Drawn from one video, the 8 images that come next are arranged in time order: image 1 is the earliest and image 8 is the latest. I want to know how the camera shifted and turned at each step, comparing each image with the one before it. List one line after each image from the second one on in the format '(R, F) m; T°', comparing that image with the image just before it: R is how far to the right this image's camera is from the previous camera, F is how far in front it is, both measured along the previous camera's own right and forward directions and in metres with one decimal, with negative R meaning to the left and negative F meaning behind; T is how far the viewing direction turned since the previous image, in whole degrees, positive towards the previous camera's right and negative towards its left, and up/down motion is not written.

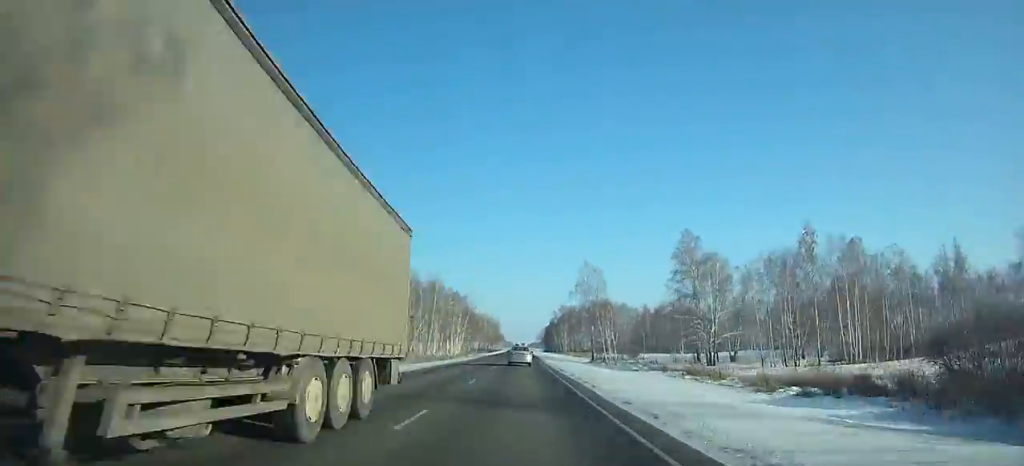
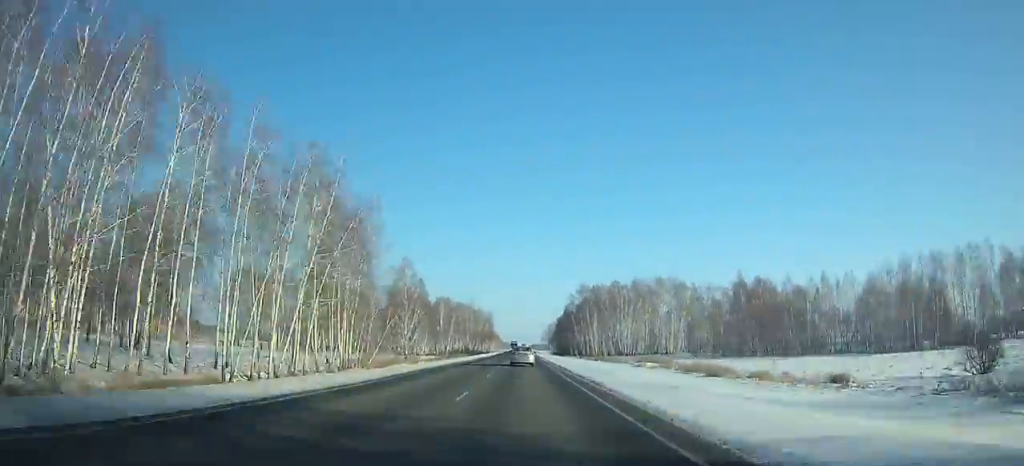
(+0.2, +102.4) m; 0°
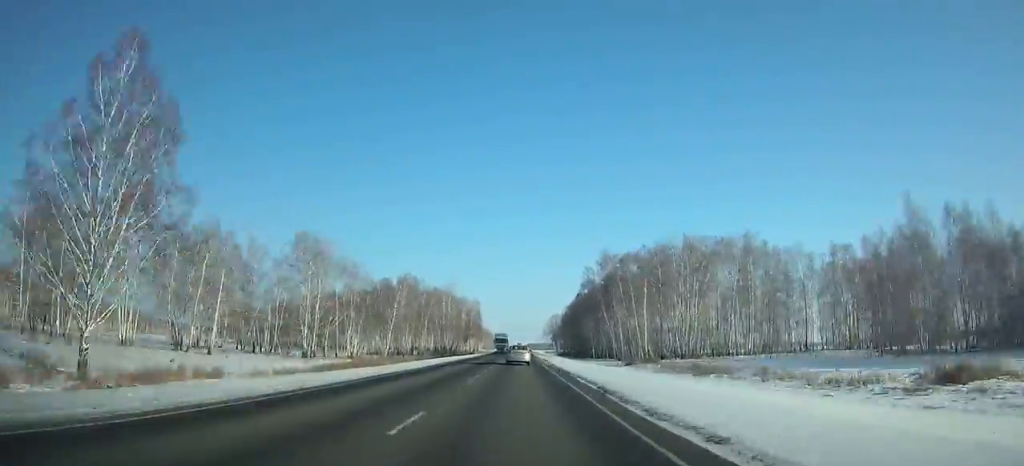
(-0.6, +65.7) m; 0°
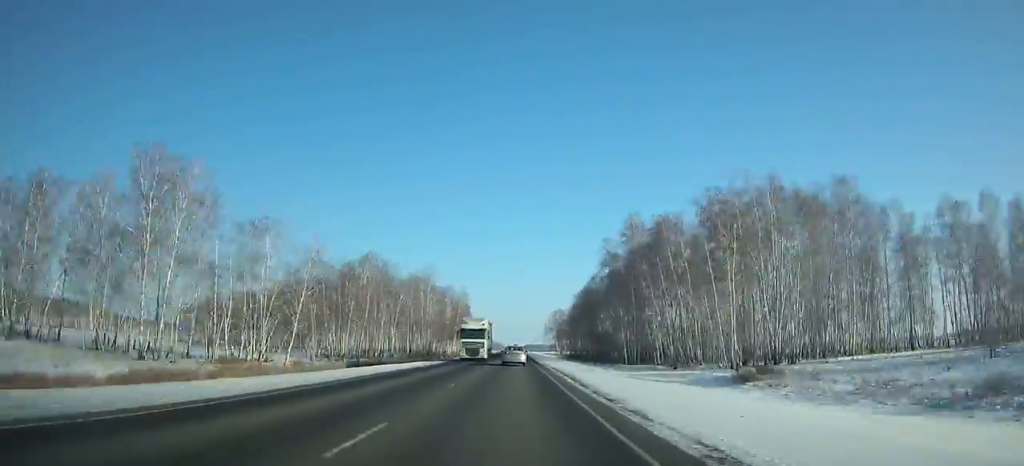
(-0.1, +37.7) m; 0°
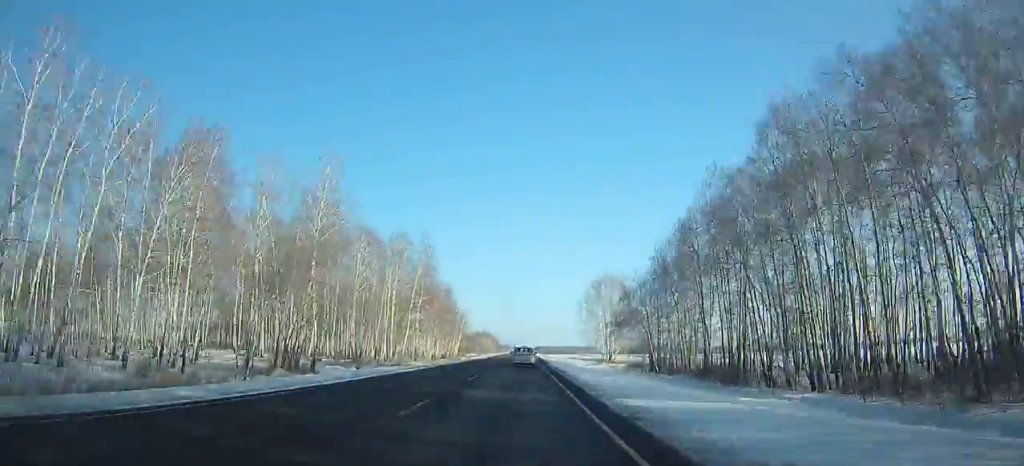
(+0.4, +91.3) m; 0°
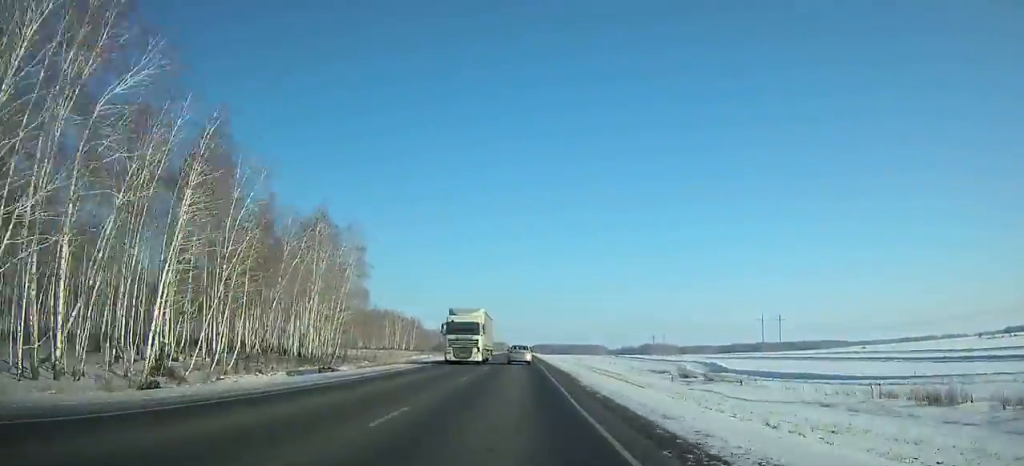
(-0.4, +133.4) m; 0°
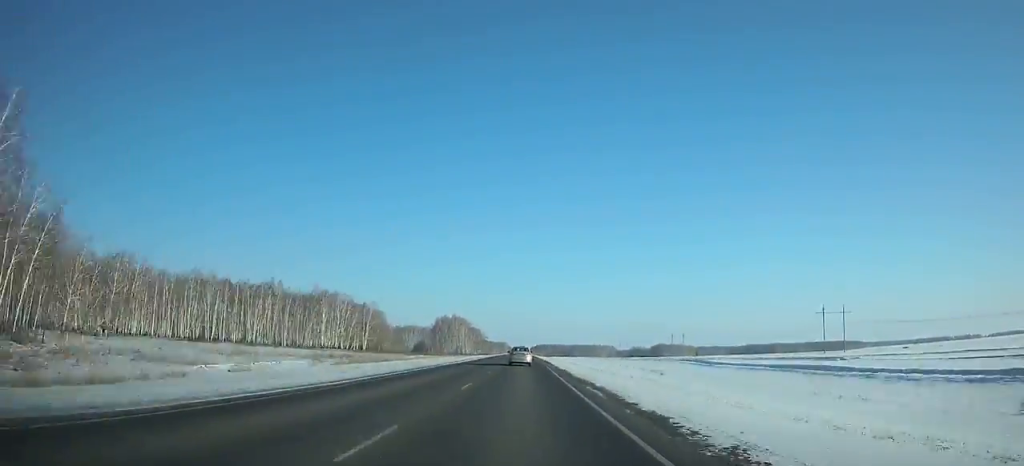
(-0.1, +86.3) m; 0°
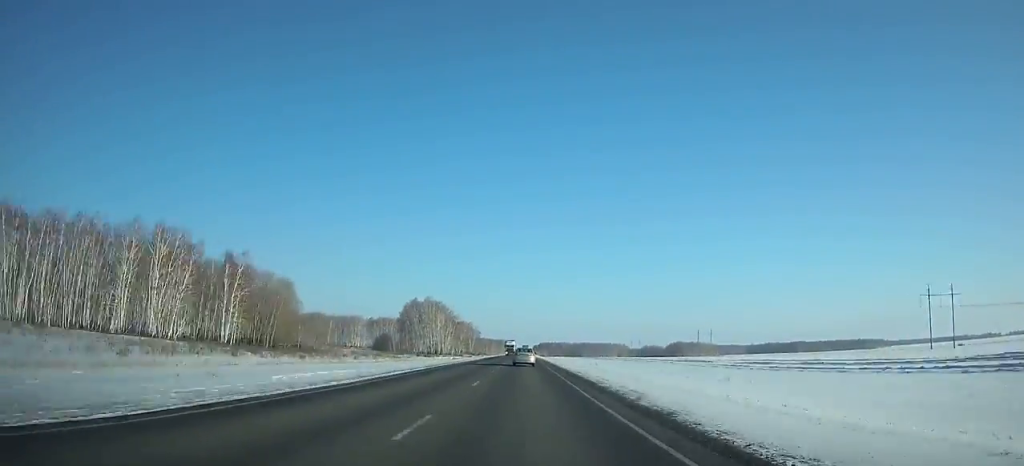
(+0.1, +93.0) m; 0°
